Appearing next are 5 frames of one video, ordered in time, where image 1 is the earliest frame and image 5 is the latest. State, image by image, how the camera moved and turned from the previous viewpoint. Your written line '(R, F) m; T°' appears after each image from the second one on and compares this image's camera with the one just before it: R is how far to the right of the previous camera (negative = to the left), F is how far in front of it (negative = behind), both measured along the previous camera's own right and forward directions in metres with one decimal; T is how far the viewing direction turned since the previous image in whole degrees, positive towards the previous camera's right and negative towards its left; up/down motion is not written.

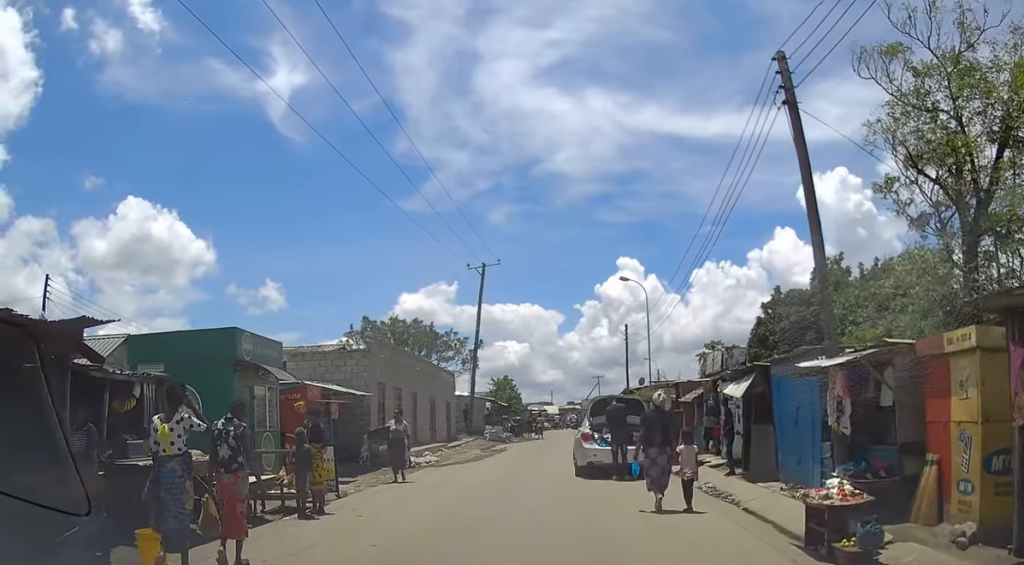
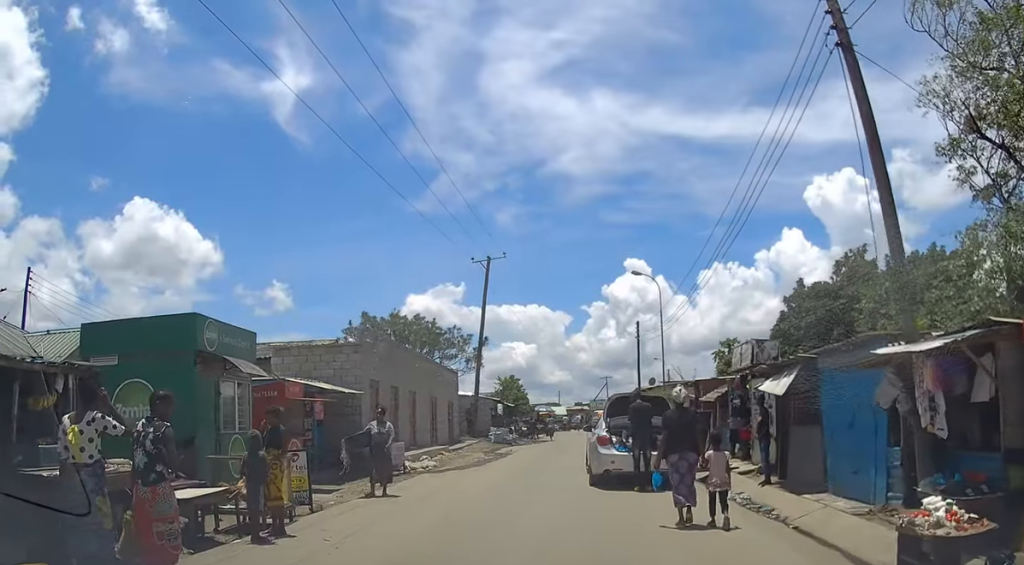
(0.0, +1.8) m; 0°
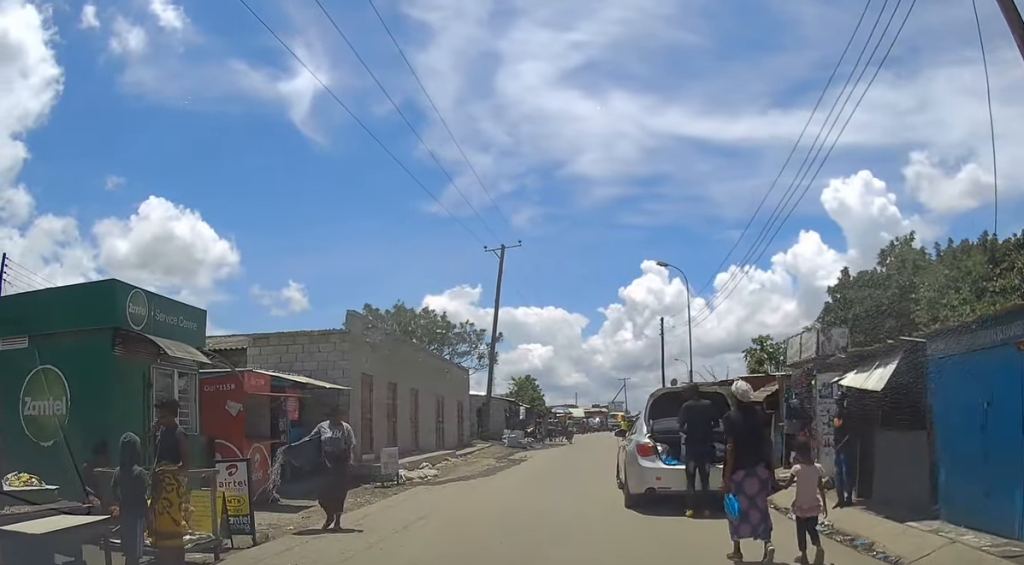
(0.0, +2.9) m; 0°
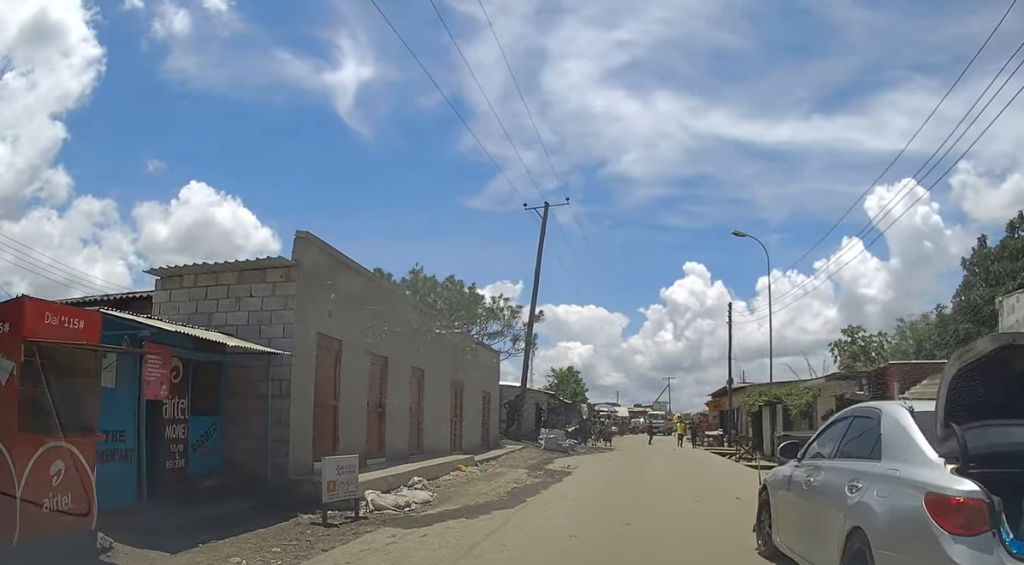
(-0.4, +6.6) m; -2°
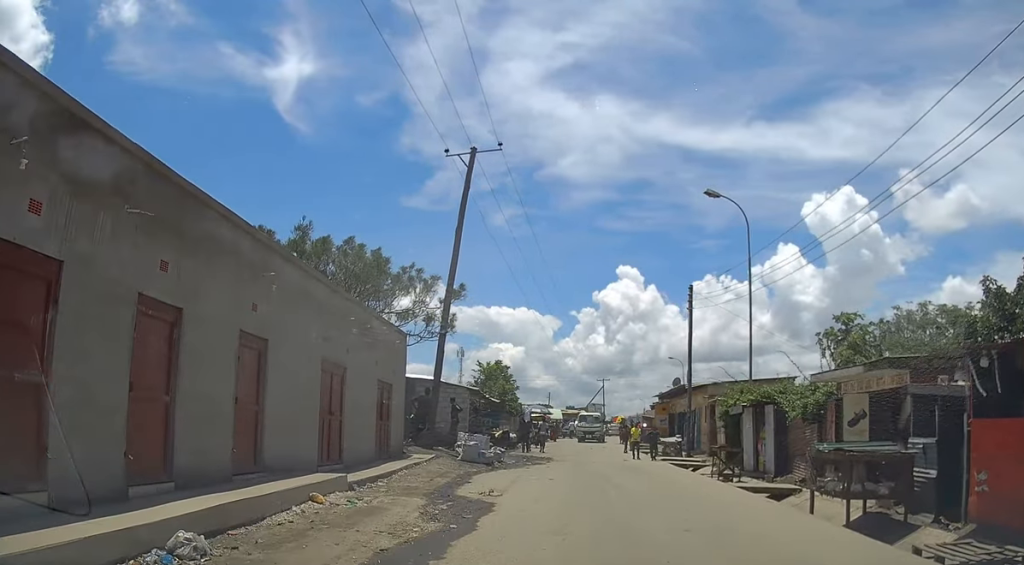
(+0.3, +6.3) m; +5°
